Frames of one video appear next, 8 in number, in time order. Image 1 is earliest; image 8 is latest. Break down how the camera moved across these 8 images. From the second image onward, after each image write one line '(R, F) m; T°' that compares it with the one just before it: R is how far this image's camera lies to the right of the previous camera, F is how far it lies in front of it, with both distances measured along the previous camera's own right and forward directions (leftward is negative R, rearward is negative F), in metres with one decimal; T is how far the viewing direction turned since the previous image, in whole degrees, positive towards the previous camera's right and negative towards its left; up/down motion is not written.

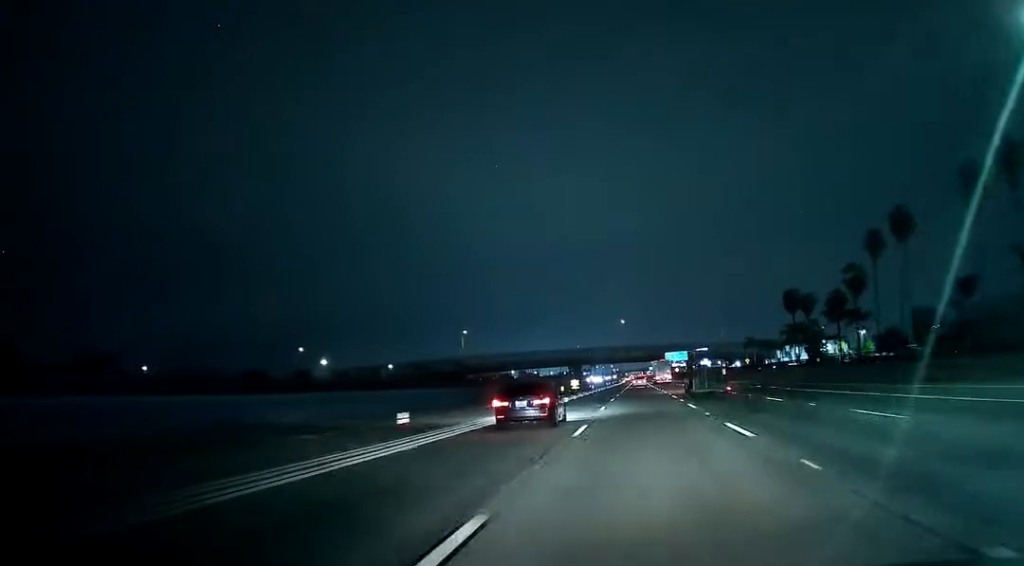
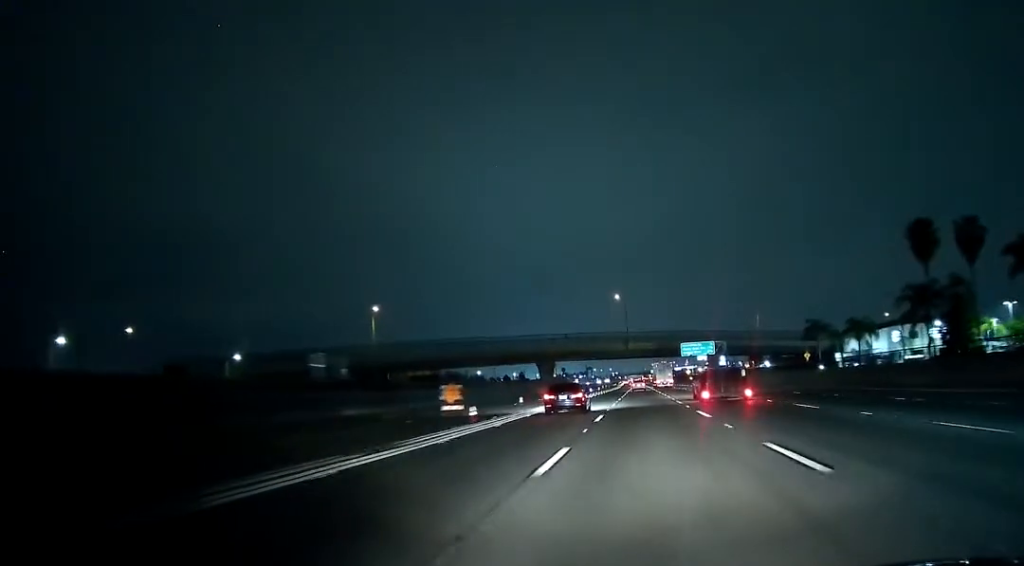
(-0.1, +79.2) m; 0°
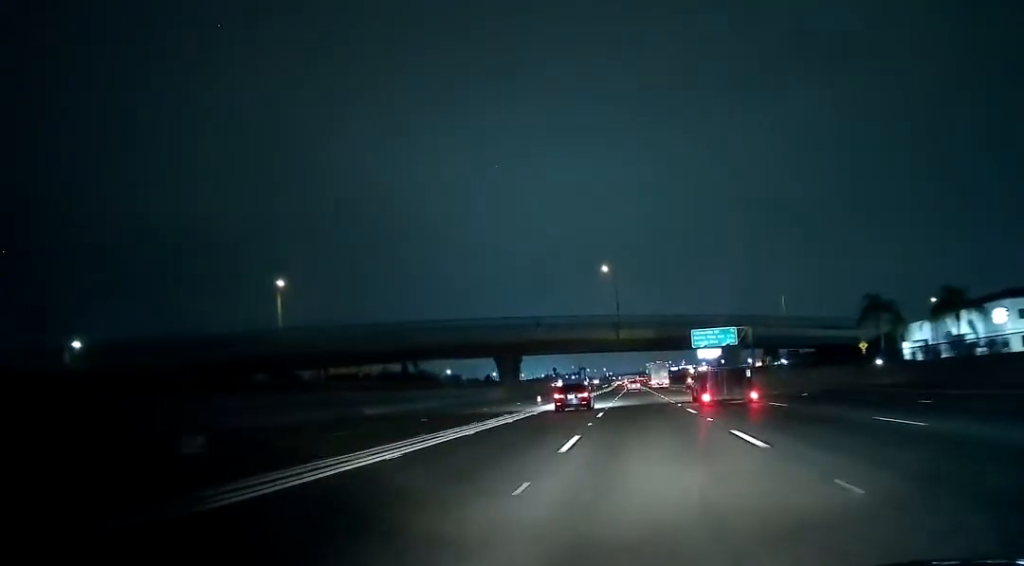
(-0.1, +39.9) m; 0°
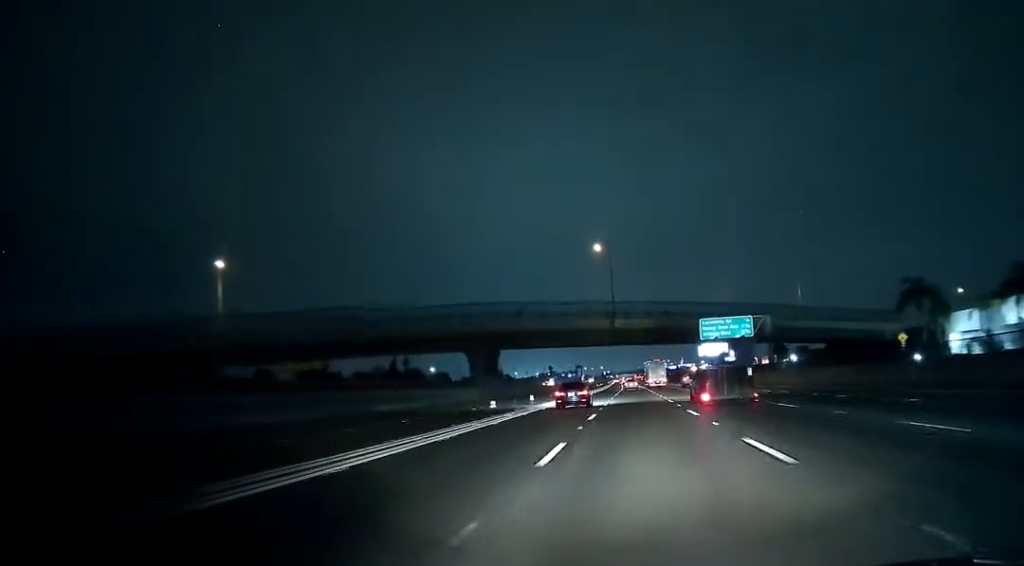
(-0.1, +17.9) m; 0°
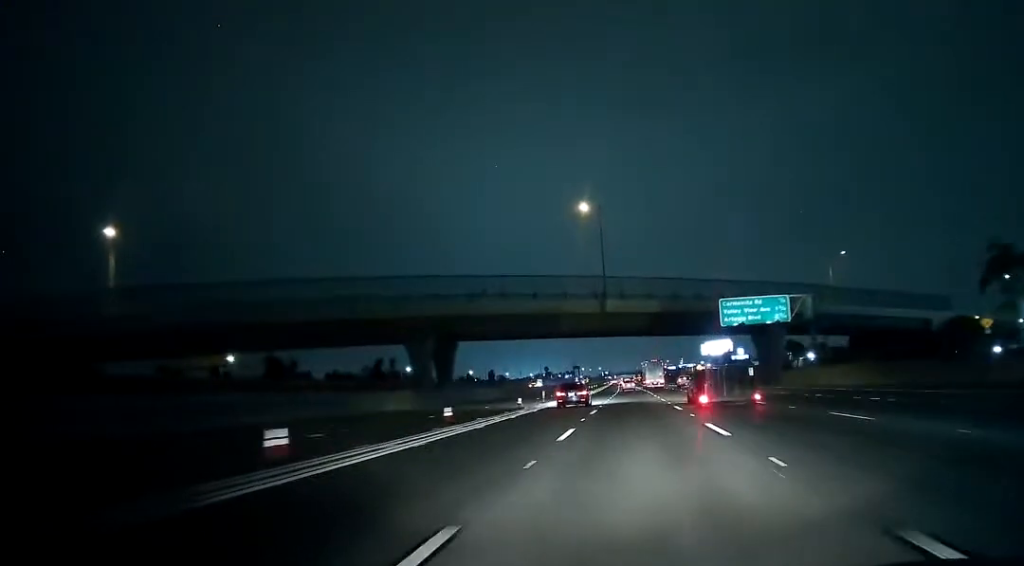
(+0.3, +24.2) m; +1°
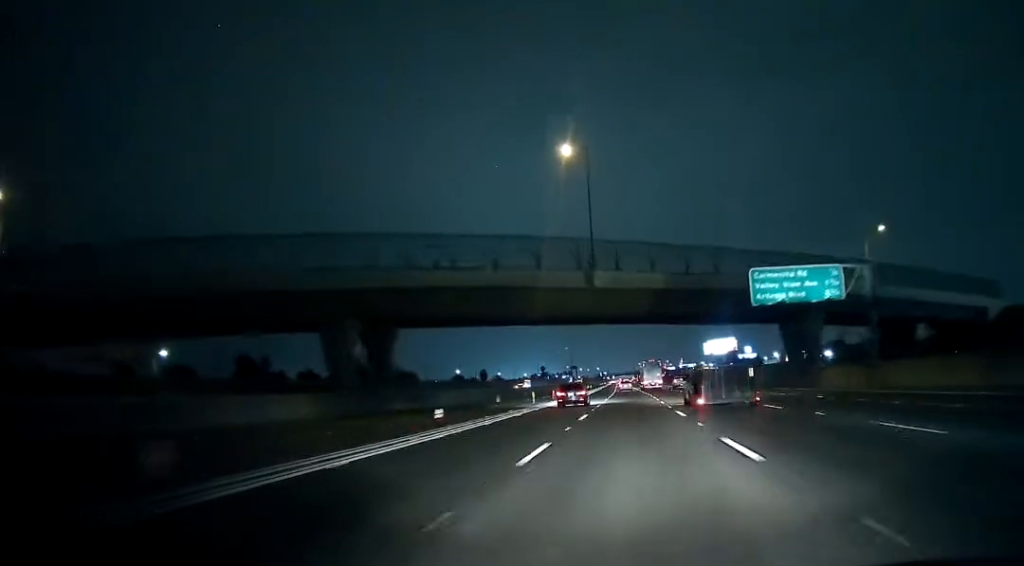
(0.0, +19.0) m; 0°
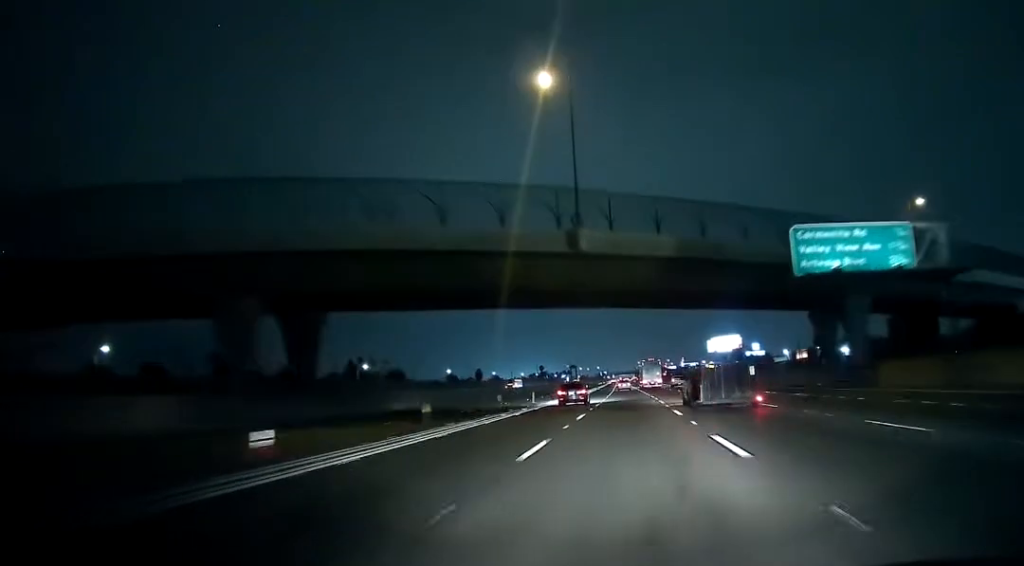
(0.0, +13.7) m; 0°
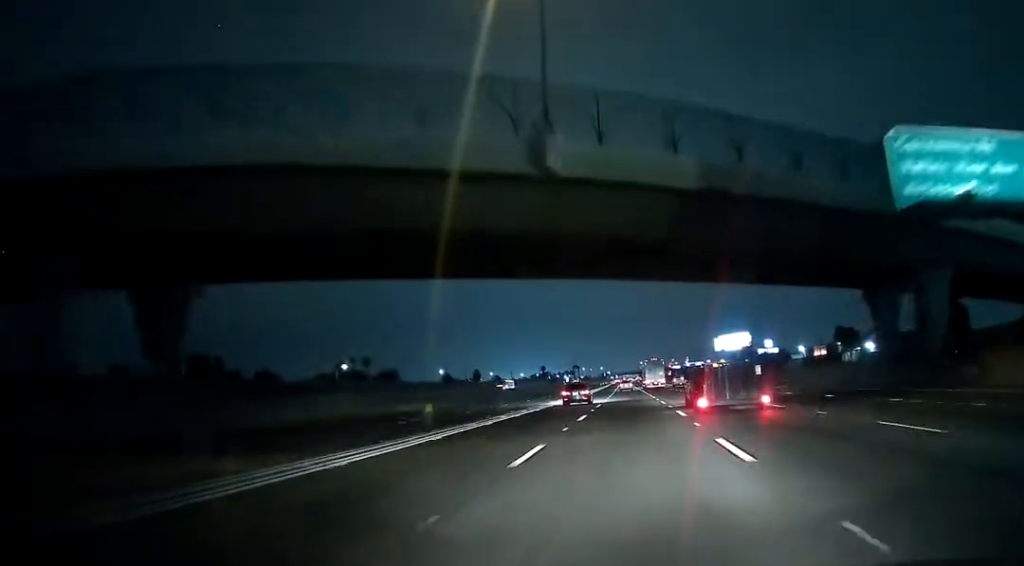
(-0.1, +15.8) m; 0°
